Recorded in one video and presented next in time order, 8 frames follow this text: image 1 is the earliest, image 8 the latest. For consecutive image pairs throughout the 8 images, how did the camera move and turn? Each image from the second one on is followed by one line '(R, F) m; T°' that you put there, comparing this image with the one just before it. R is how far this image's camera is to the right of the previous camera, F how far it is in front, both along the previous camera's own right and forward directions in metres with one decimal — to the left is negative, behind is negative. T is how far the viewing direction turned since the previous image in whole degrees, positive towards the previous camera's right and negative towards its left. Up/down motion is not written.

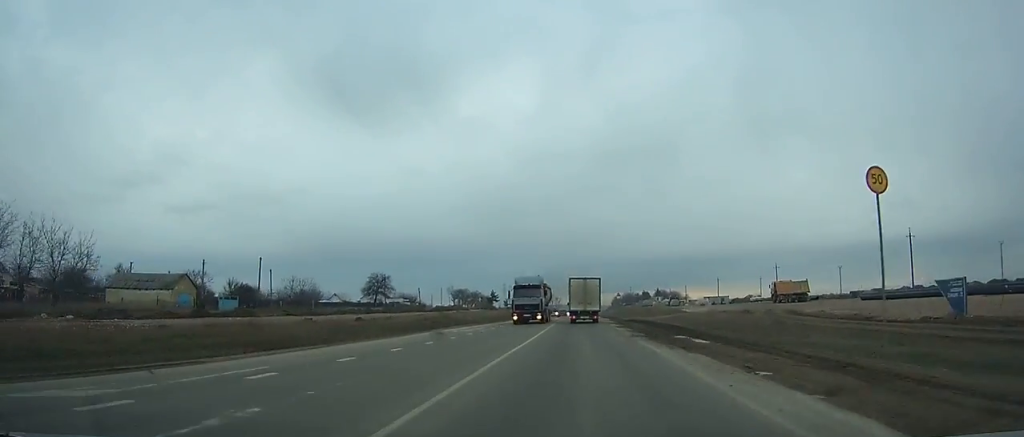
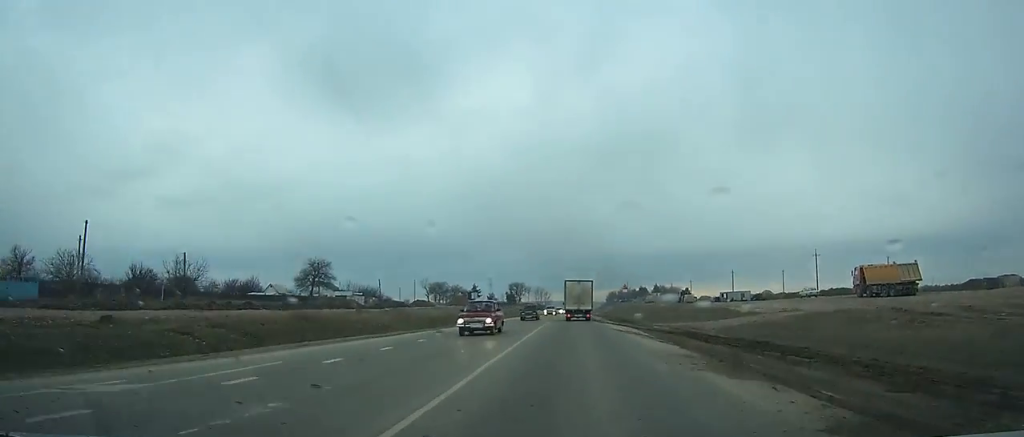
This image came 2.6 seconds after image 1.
(0.0, +28.3) m; 0°
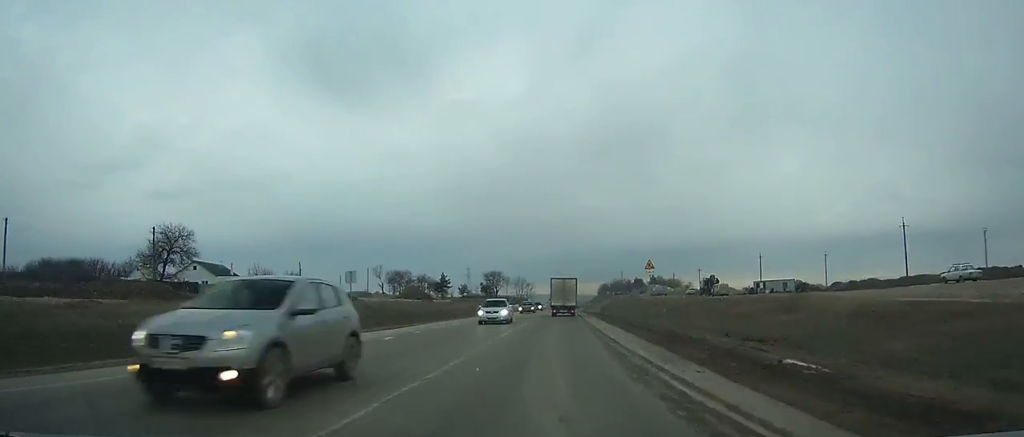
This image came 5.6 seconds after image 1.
(-0.1, +36.5) m; 0°
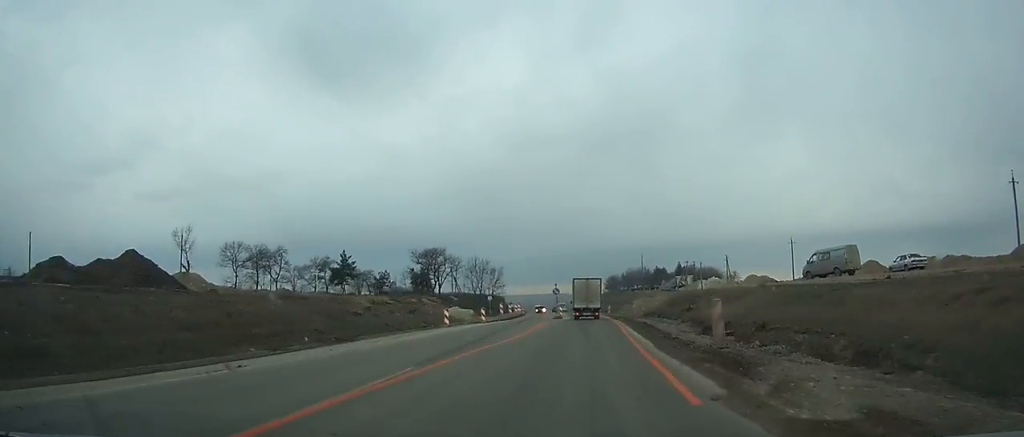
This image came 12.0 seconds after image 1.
(+0.8, +87.1) m; +1°
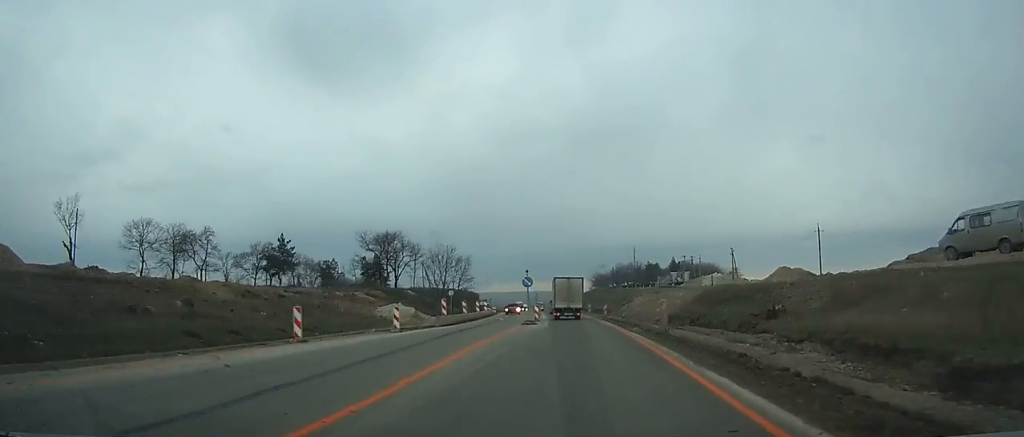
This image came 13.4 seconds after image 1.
(+0.2, +20.1) m; 0°
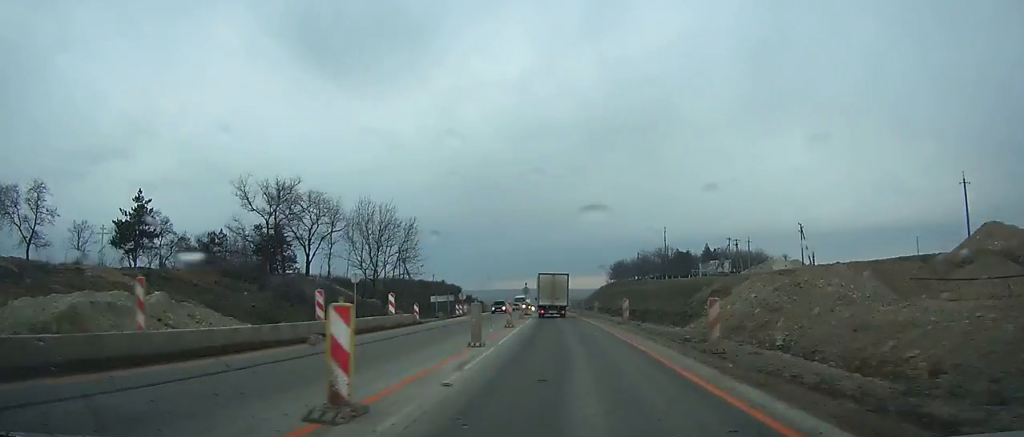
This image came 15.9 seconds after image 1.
(-0.2, +36.5) m; -1°
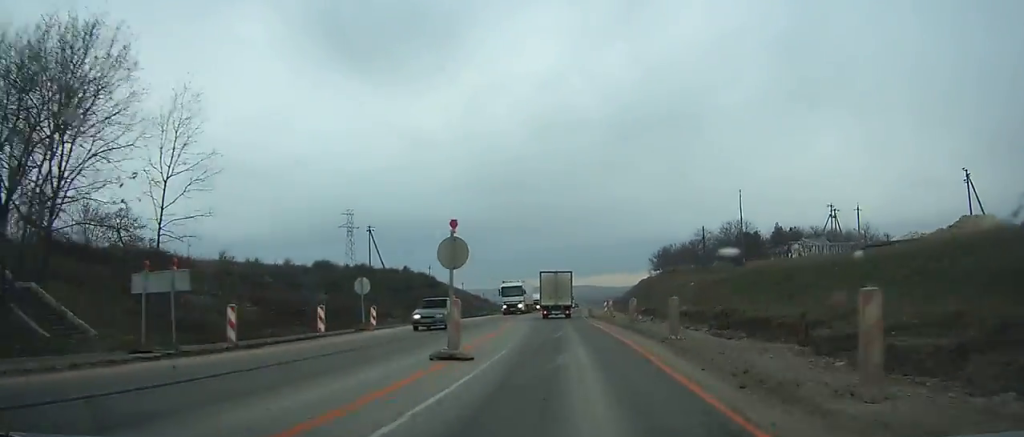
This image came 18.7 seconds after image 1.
(-0.7, +41.5) m; -1°
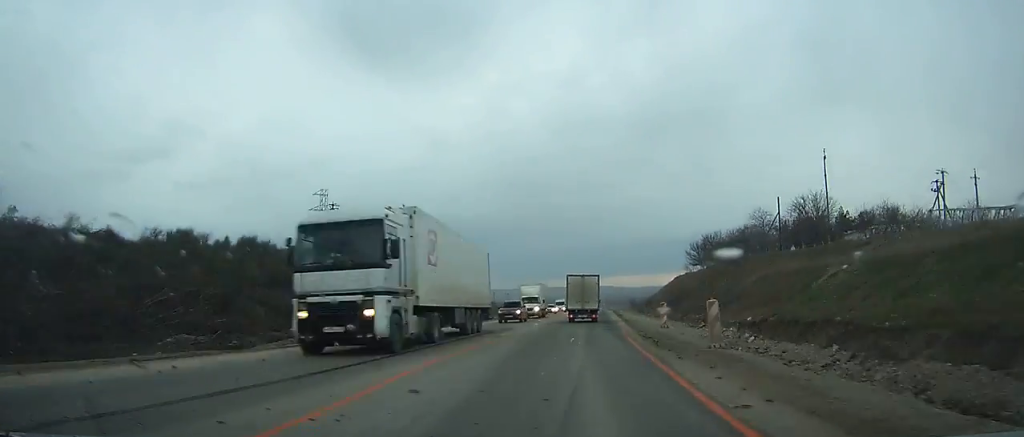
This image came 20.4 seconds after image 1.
(-0.3, +25.6) m; 0°
